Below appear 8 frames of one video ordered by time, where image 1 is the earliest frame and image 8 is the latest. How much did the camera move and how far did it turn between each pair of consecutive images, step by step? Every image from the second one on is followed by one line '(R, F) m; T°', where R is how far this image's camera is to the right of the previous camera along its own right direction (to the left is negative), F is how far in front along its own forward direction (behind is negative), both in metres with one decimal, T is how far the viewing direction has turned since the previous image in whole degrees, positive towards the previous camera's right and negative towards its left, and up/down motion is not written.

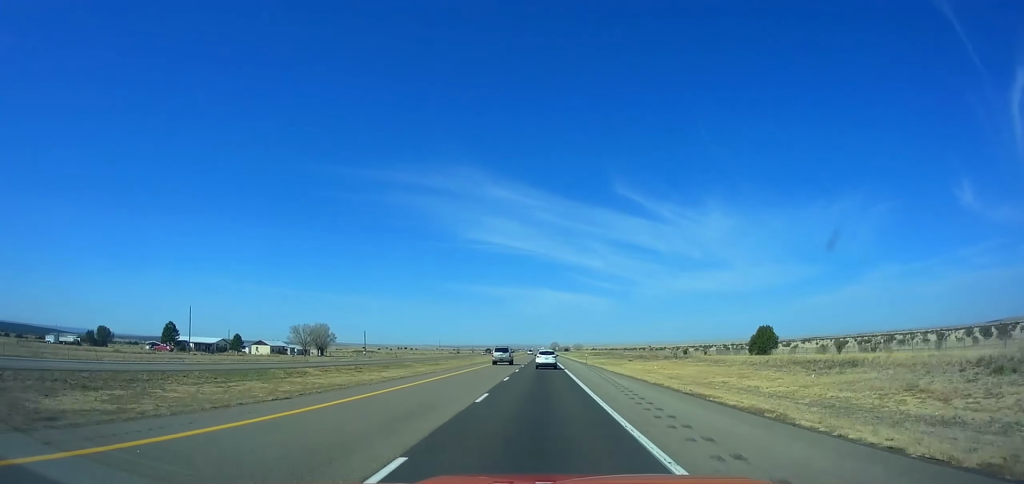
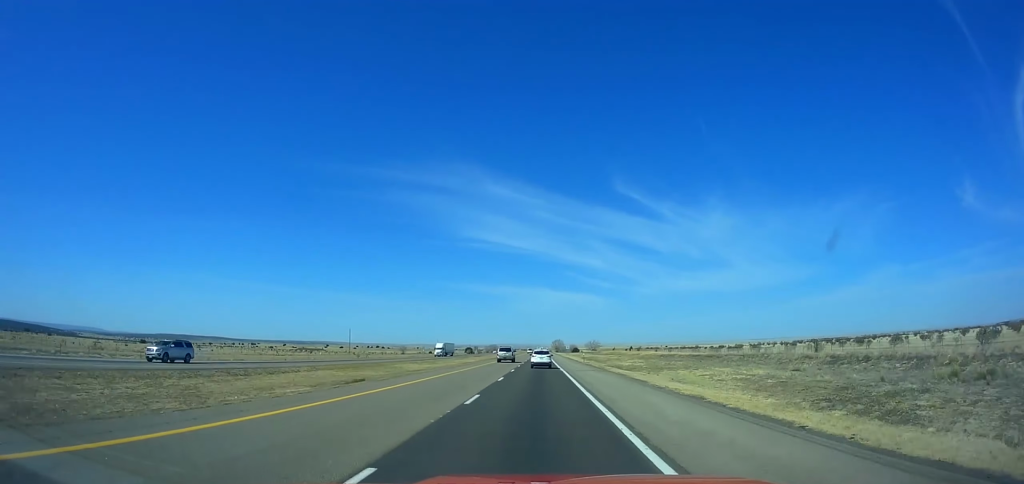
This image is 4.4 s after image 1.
(+1.3, +158.0) m; 0°
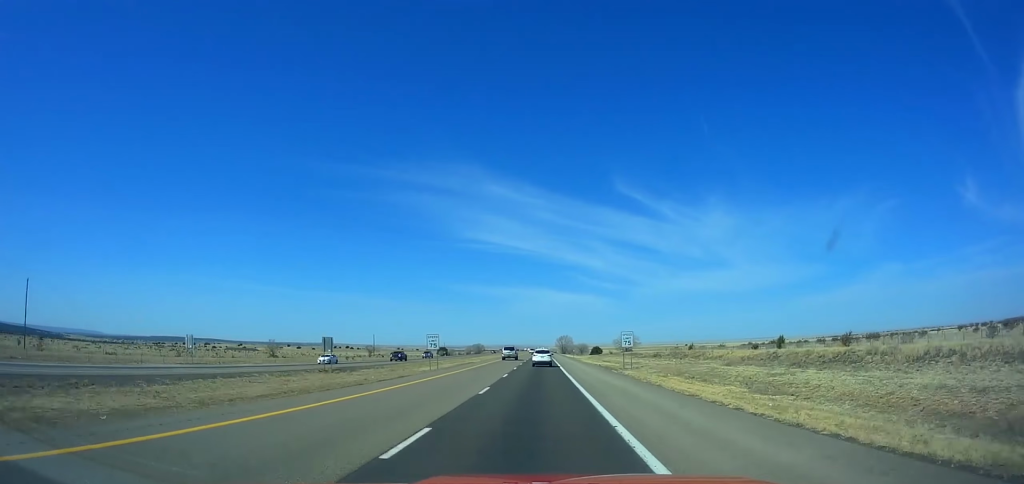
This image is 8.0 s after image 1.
(-0.7, +129.2) m; 0°
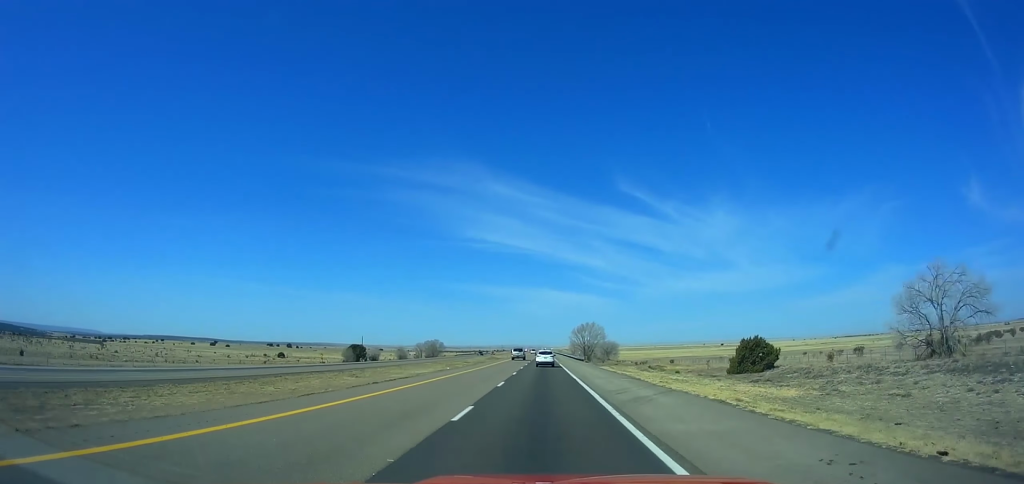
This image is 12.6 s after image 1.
(+0.4, +164.5) m; 0°
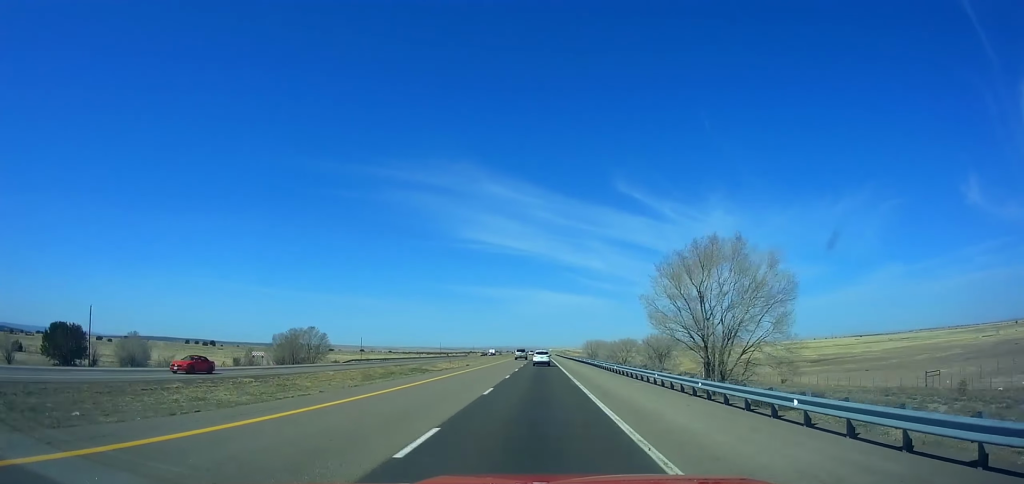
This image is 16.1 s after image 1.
(-0.2, +125.2) m; 0°
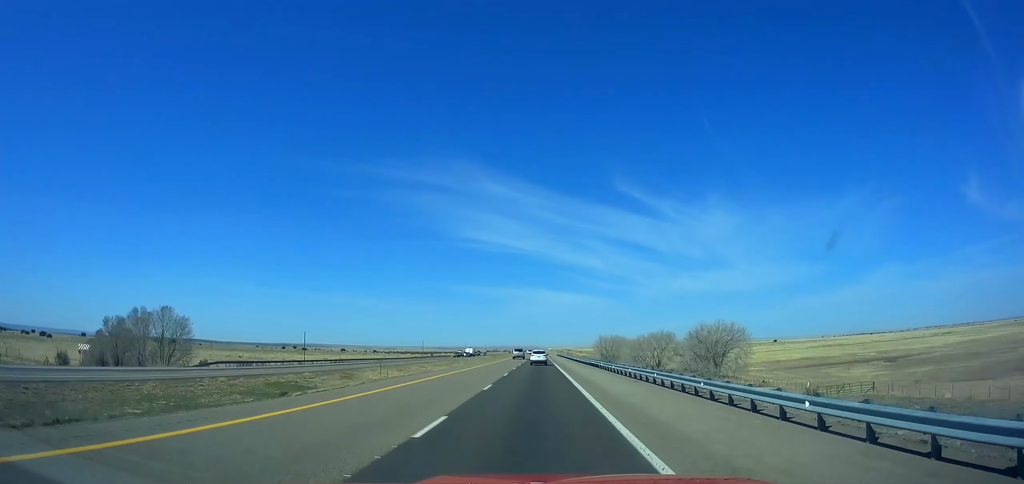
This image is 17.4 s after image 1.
(+0.2, +46.4) m; 0°
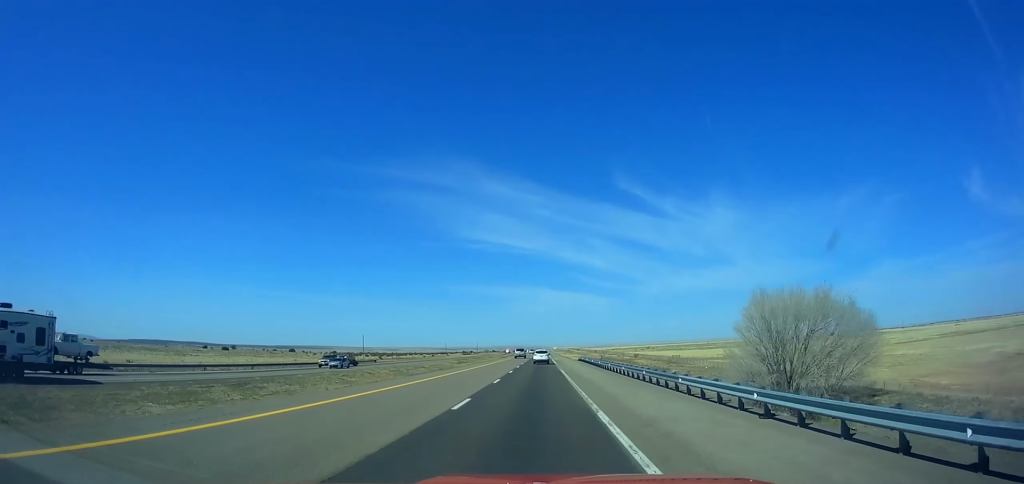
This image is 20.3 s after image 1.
(-0.1, +103.9) m; -1°
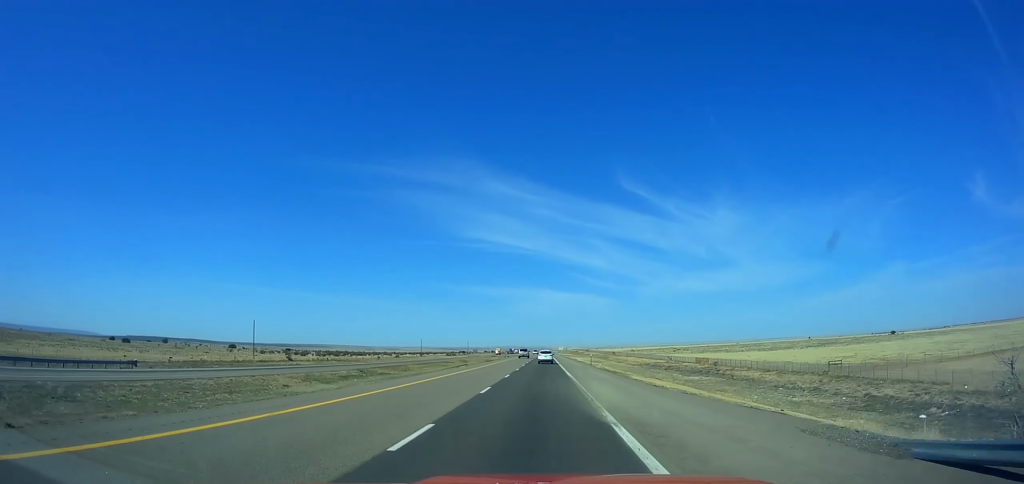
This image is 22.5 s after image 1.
(-0.5, +78.8) m; 0°
